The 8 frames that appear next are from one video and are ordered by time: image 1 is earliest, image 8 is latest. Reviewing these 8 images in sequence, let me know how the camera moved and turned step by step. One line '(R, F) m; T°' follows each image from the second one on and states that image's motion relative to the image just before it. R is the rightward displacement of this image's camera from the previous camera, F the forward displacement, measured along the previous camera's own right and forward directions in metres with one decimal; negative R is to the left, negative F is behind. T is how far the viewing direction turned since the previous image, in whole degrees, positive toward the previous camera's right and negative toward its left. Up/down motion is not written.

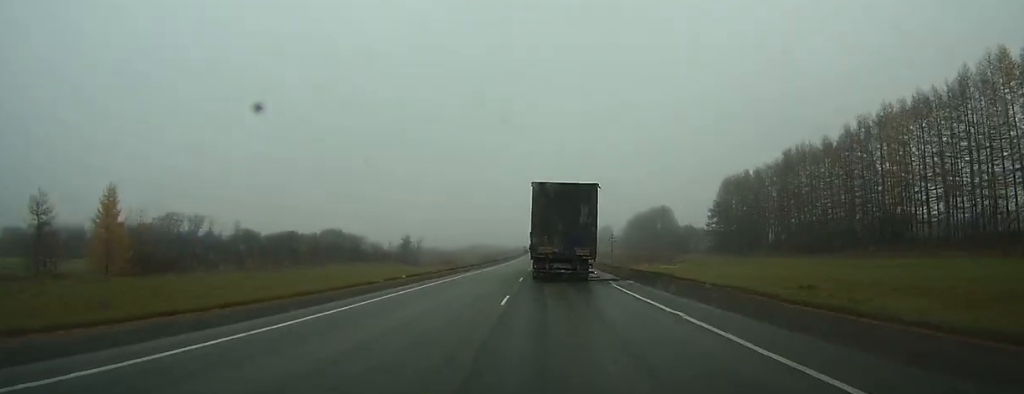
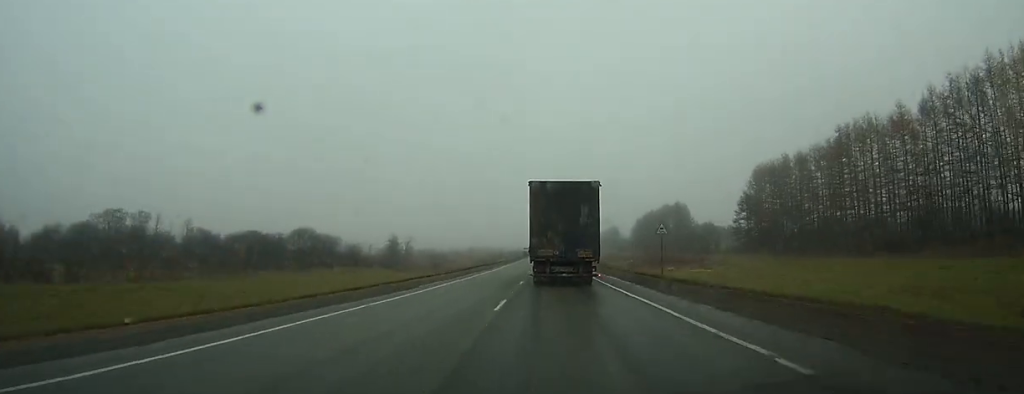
(0.0, +26.3) m; 0°
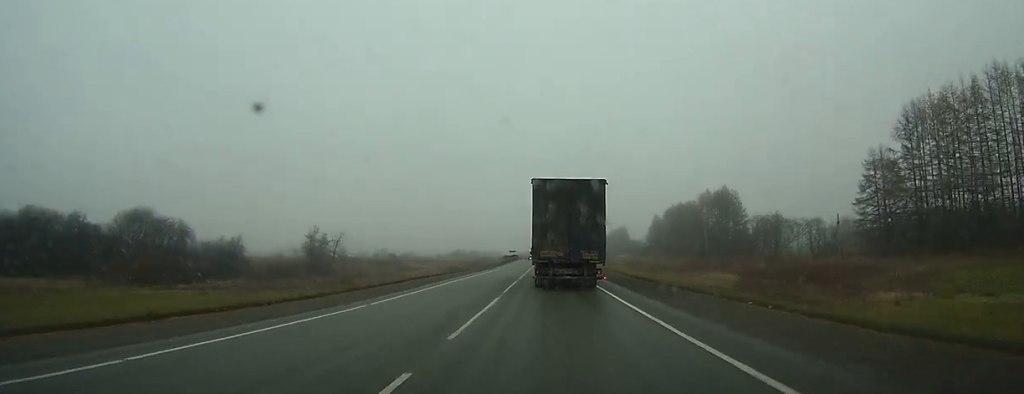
(0.0, +76.8) m; 0°
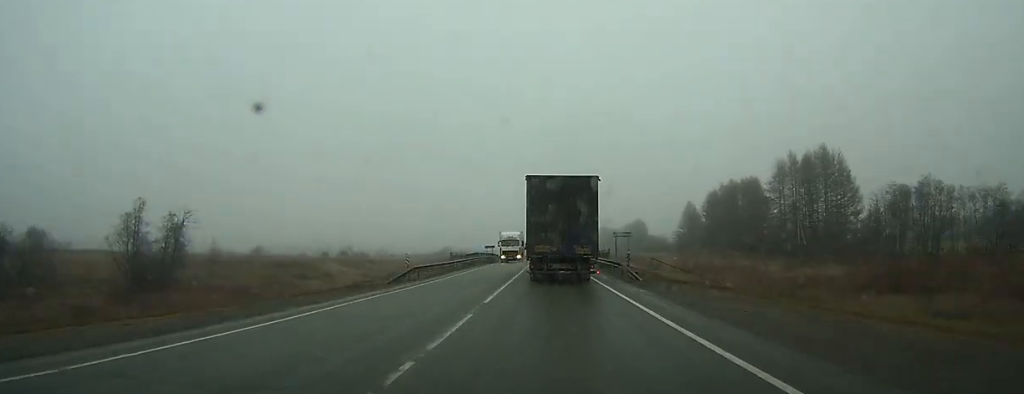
(+0.1, +70.2) m; 0°
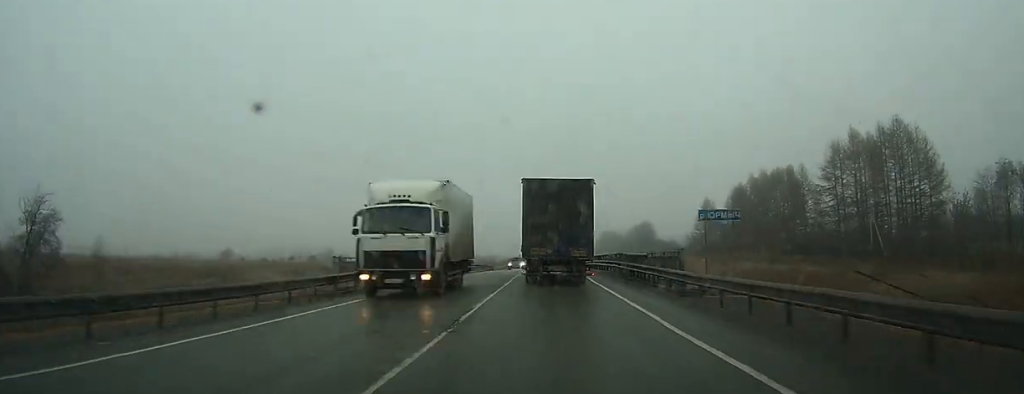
(0.0, +27.9) m; 0°
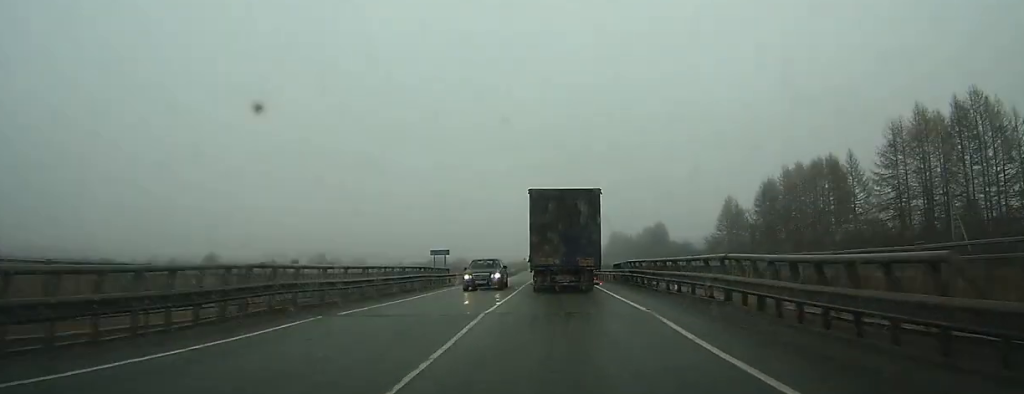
(+0.1, +18.6) m; 0°
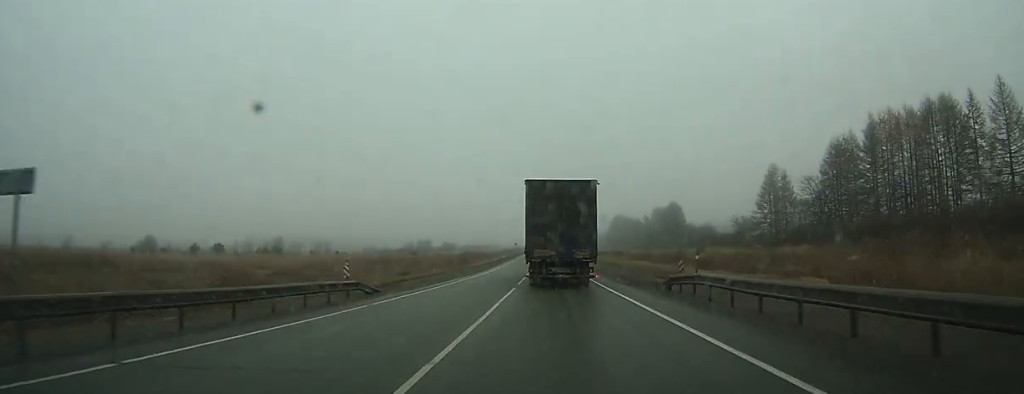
(-0.2, +39.6) m; 0°
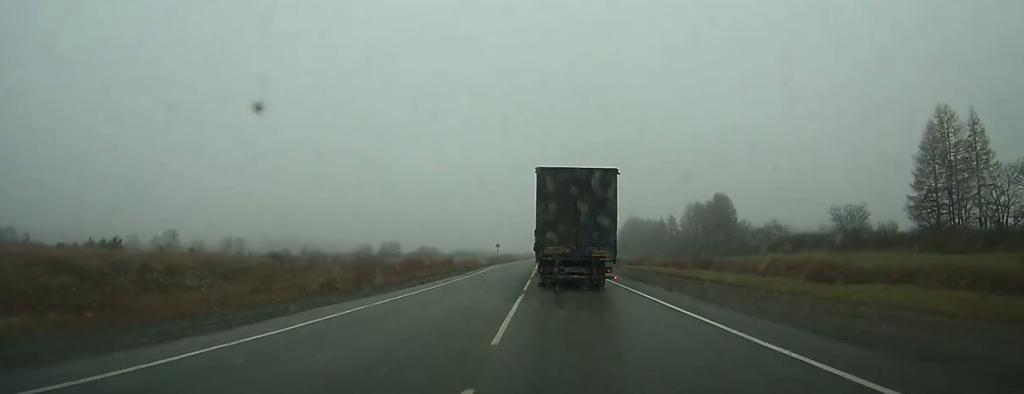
(-0.1, +65.0) m; 0°
